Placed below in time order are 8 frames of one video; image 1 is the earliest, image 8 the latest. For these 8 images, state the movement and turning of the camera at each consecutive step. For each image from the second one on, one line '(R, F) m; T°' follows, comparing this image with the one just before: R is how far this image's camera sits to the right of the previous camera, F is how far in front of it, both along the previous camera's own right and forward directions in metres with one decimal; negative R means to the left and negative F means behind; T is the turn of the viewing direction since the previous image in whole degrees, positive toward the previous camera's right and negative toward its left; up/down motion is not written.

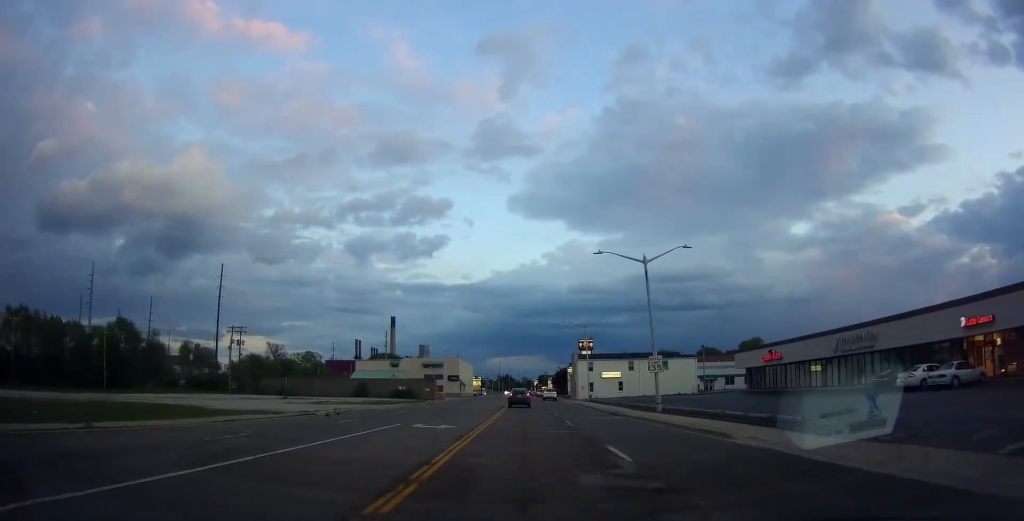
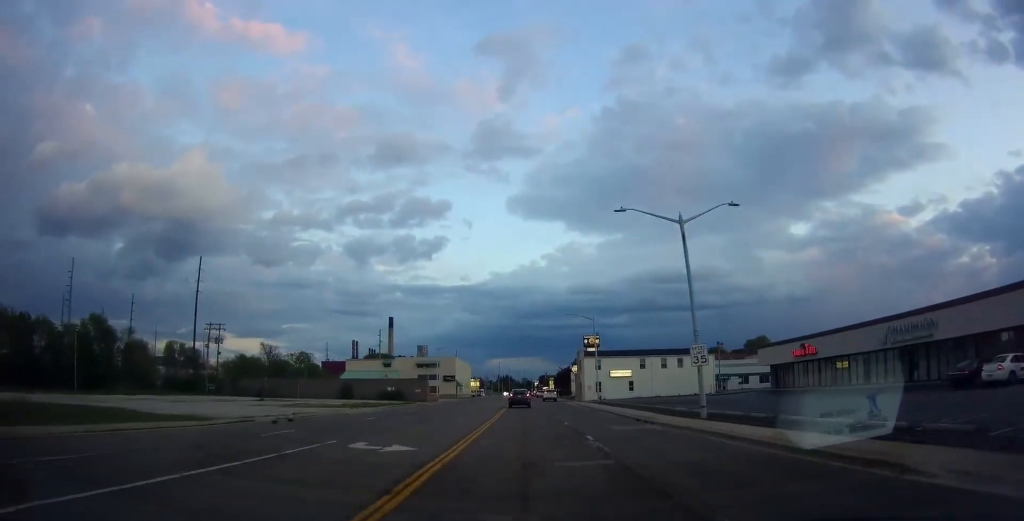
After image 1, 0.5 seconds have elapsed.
(+0.1, +8.2) m; 0°
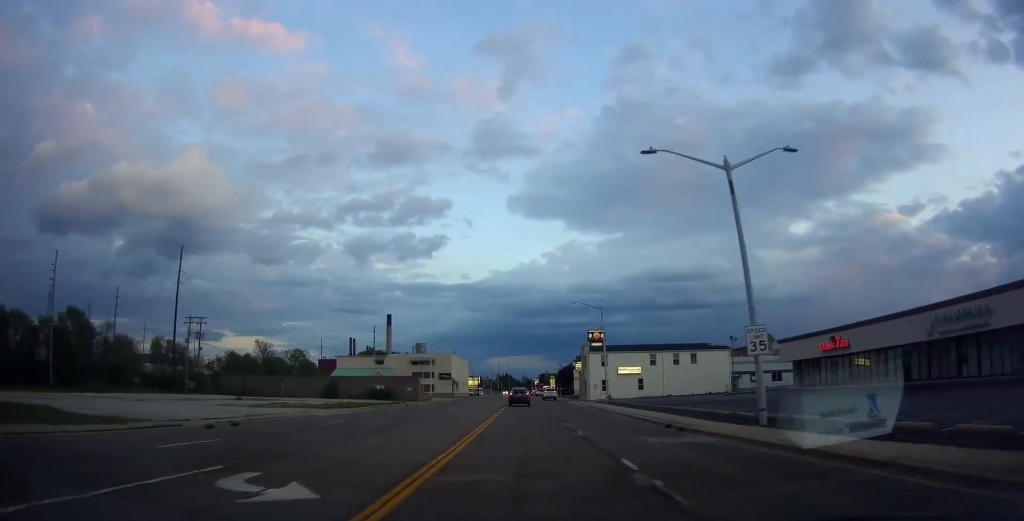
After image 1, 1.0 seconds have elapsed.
(0.0, +6.7) m; 0°
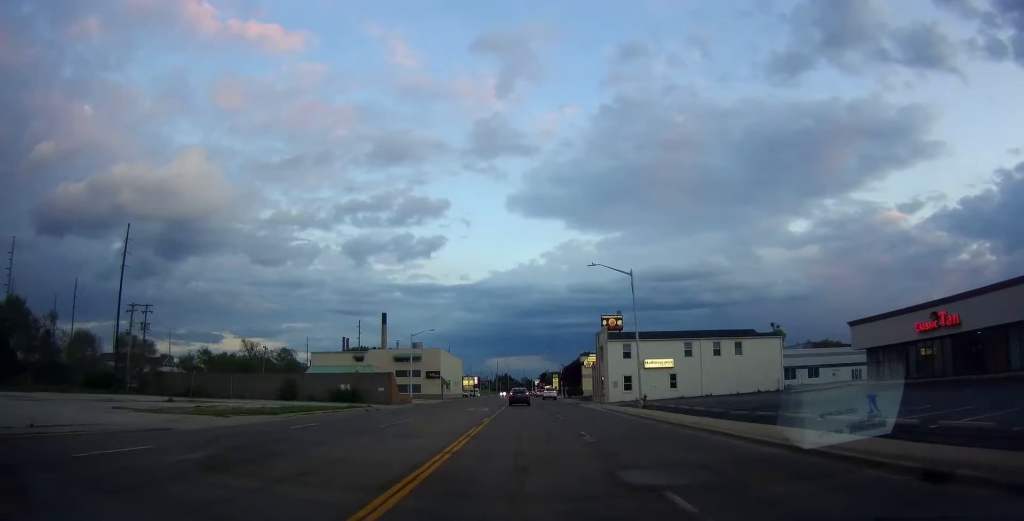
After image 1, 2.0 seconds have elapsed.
(0.0, +15.7) m; 0°
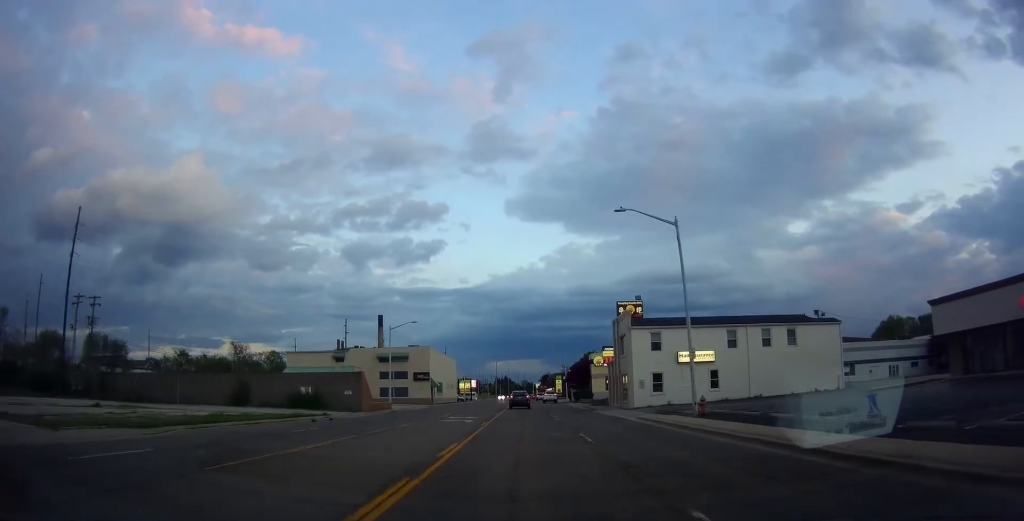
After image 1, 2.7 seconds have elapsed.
(0.0, +11.8) m; 0°
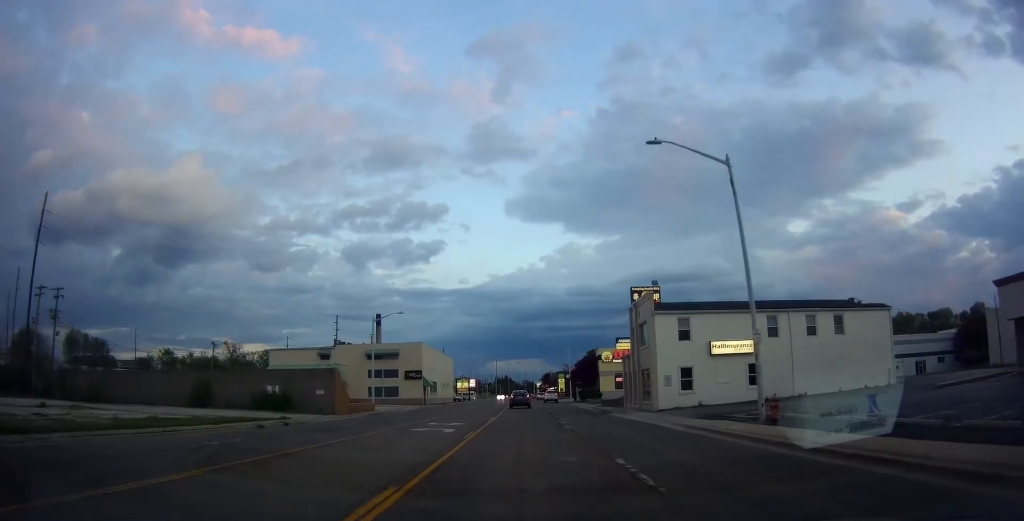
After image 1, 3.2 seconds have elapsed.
(0.0, +7.6) m; 0°
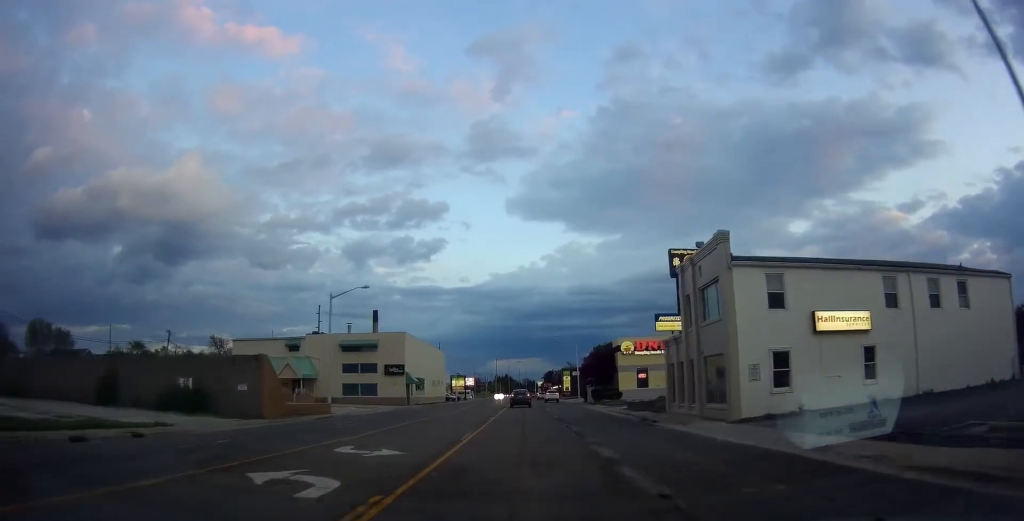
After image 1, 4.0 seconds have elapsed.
(0.0, +13.0) m; 0°
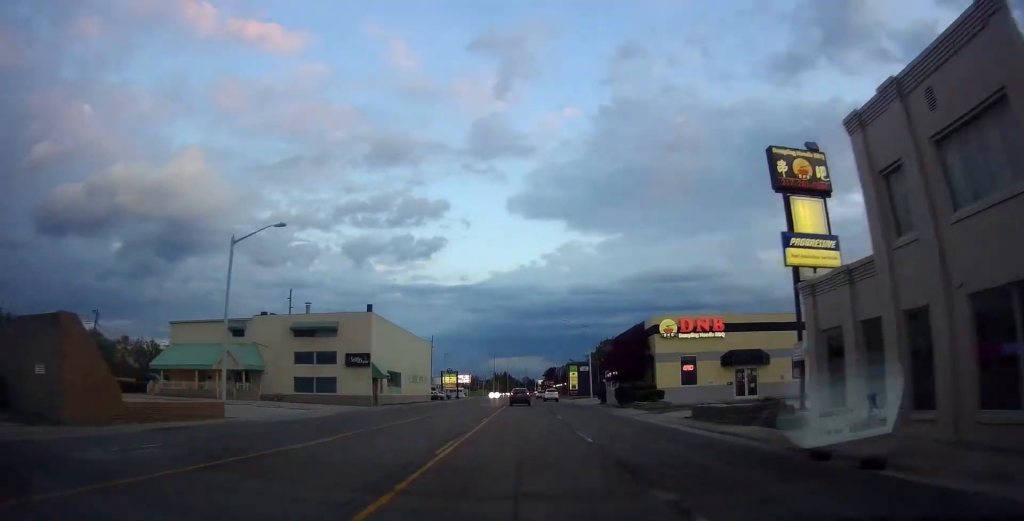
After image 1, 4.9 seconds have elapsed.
(0.0, +15.6) m; 0°
